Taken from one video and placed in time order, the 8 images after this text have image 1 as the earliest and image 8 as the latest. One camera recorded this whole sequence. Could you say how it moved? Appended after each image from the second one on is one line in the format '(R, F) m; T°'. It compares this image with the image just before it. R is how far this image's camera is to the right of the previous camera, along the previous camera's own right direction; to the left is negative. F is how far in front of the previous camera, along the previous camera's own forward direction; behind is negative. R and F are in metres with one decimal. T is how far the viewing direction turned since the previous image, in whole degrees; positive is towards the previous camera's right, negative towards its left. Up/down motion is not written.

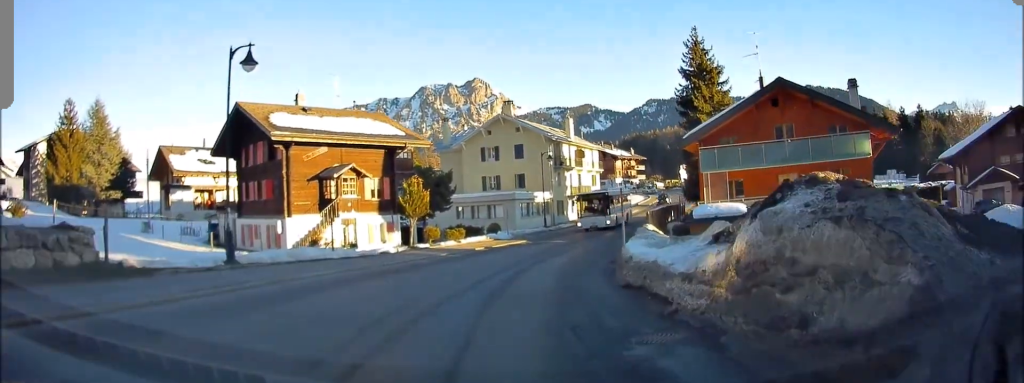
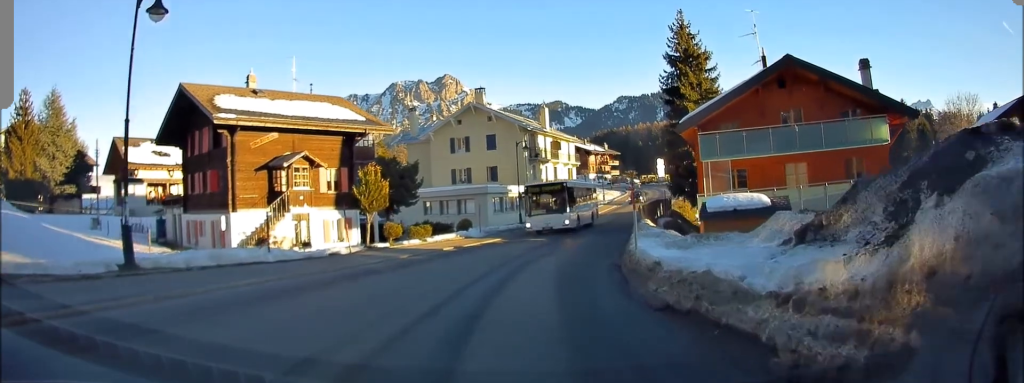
(0.0, +4.1) m; +2°
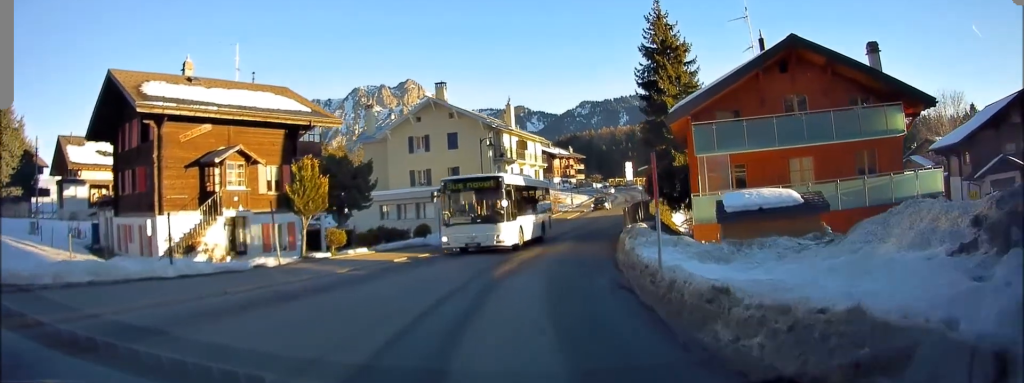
(0.0, +4.3) m; +2°
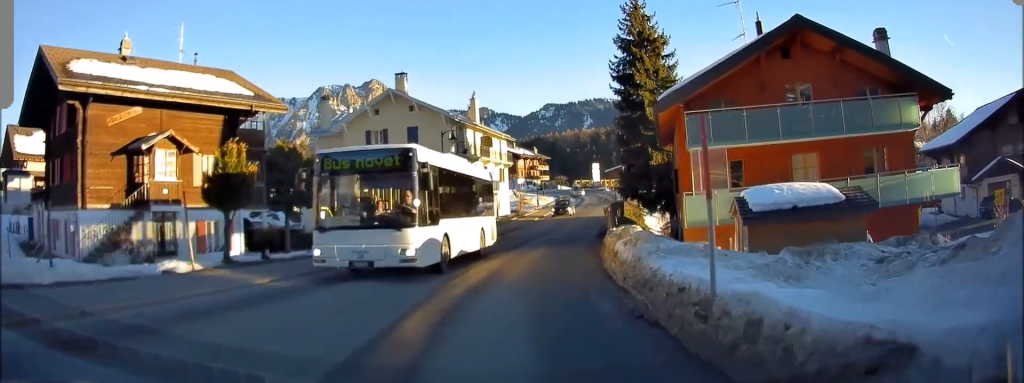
(+0.2, +3.4) m; +1°
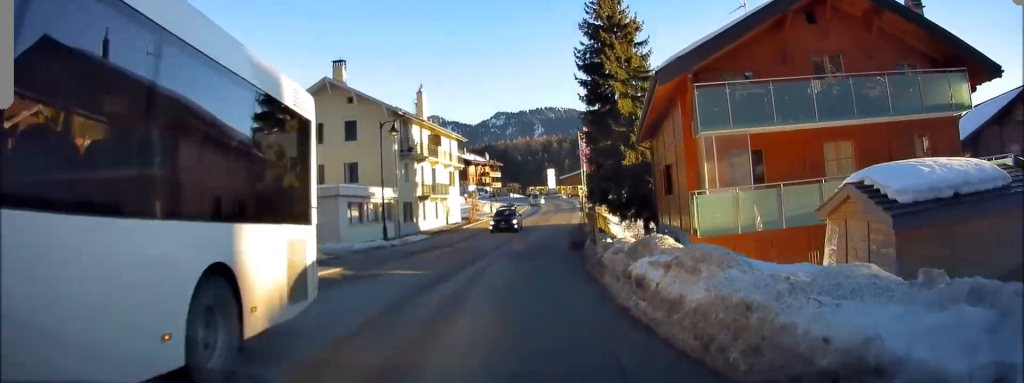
(+0.1, +5.9) m; +2°
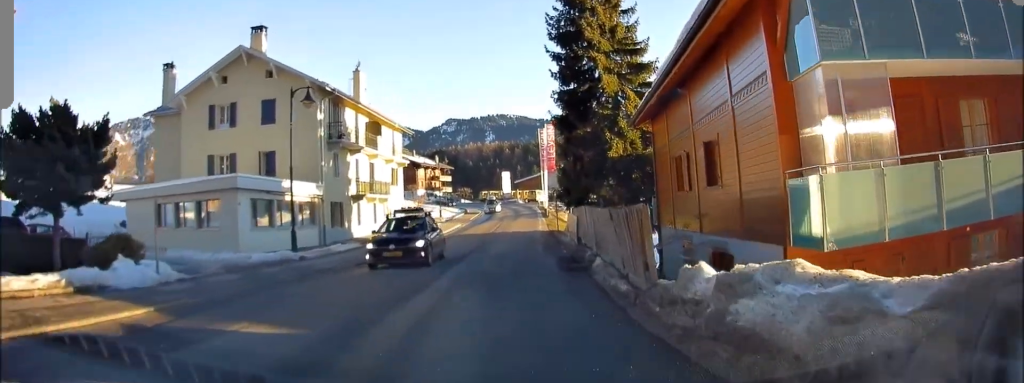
(+0.2, +8.0) m; +3°
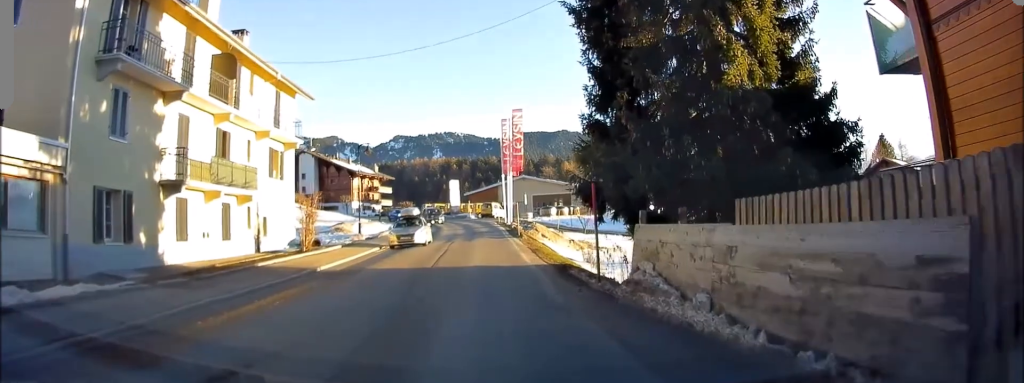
(+1.3, +17.7) m; +7°
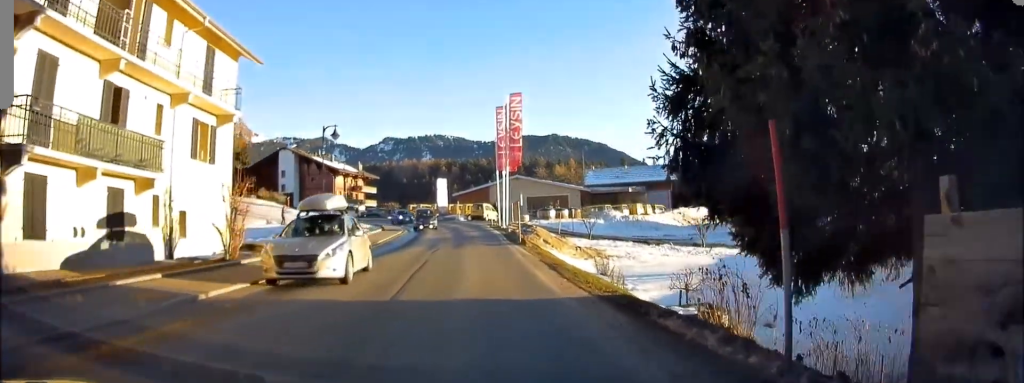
(+0.1, +7.2) m; +2°
